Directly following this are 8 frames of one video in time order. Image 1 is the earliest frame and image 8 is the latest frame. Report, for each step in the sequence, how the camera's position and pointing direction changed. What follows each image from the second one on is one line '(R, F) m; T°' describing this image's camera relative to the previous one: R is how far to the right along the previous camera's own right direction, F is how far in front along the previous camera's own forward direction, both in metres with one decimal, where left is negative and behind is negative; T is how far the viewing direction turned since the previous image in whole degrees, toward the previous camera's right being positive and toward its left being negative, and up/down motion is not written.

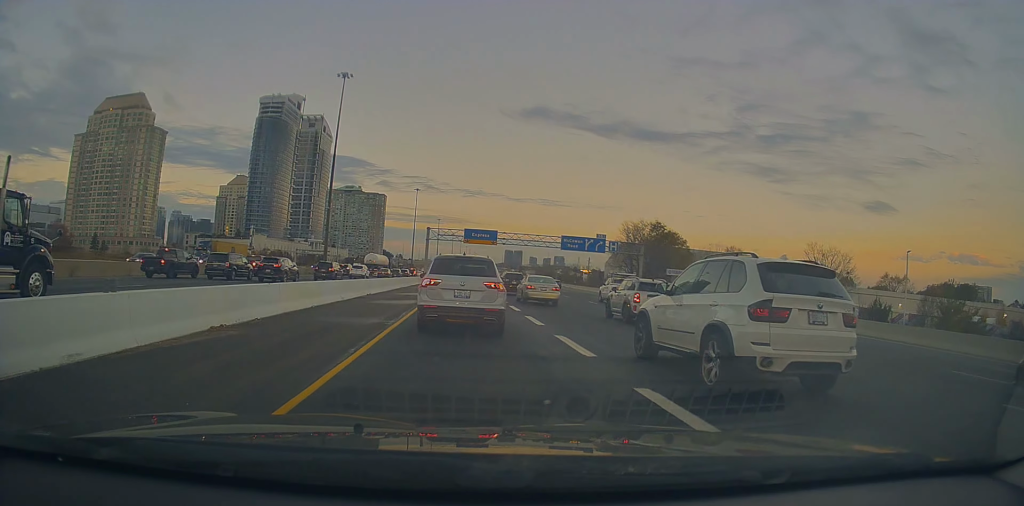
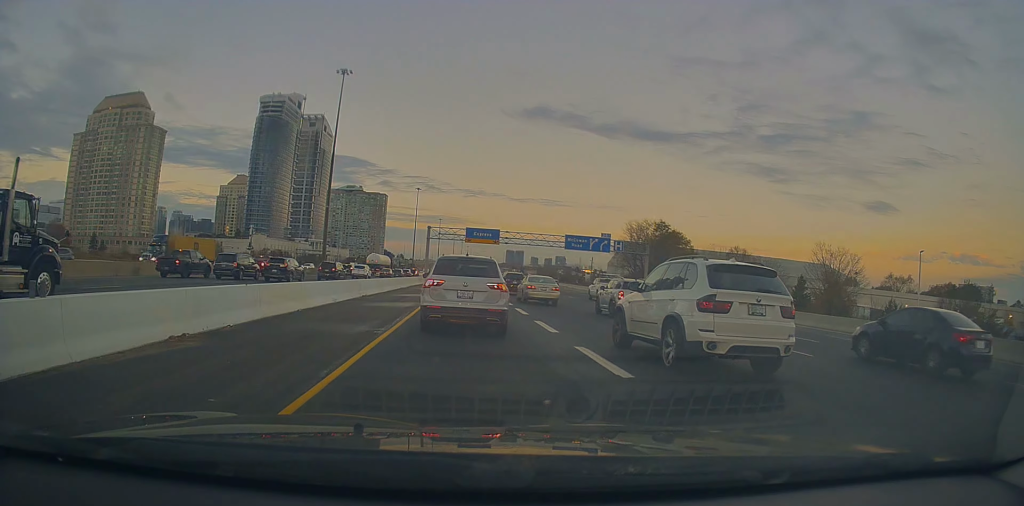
(-0.2, +2.0) m; -1°
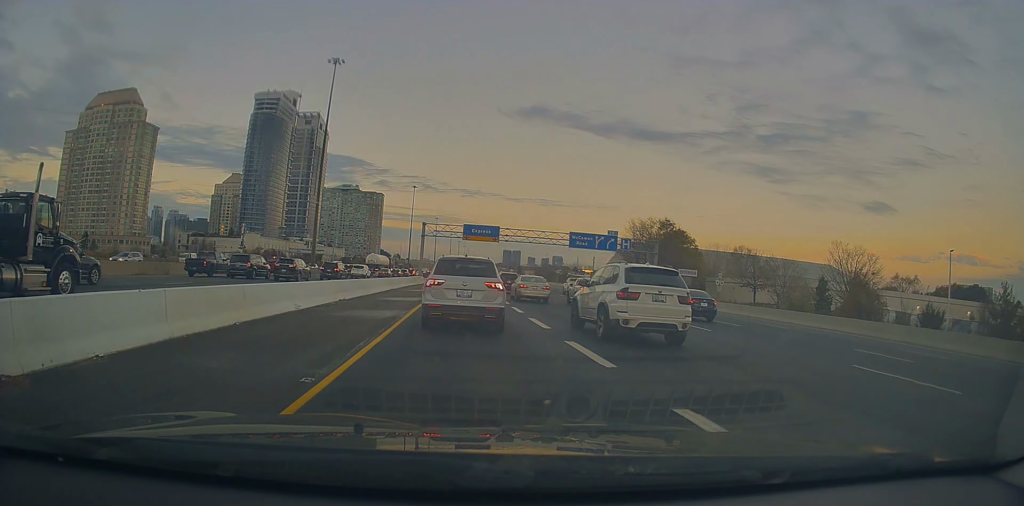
(+0.5, +5.3) m; +1°
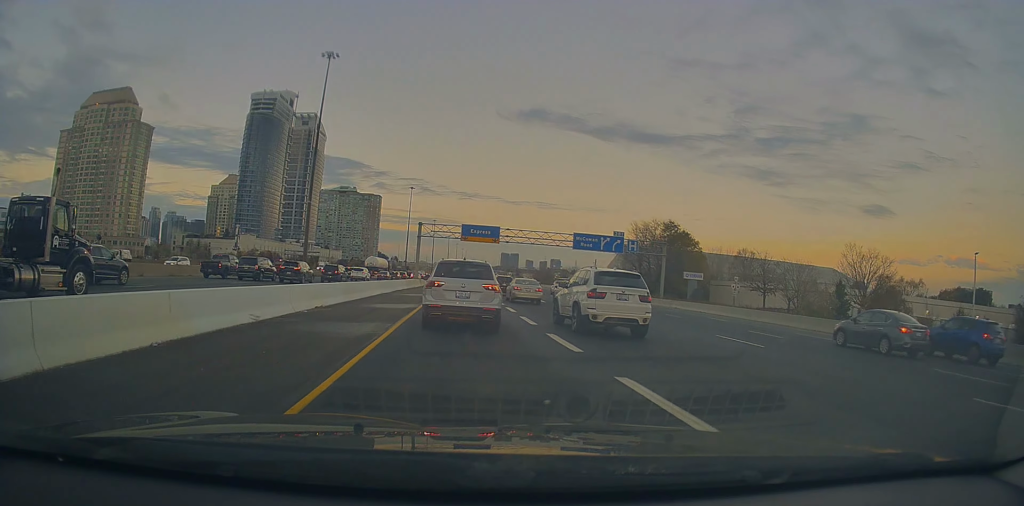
(-0.5, +3.9) m; +2°
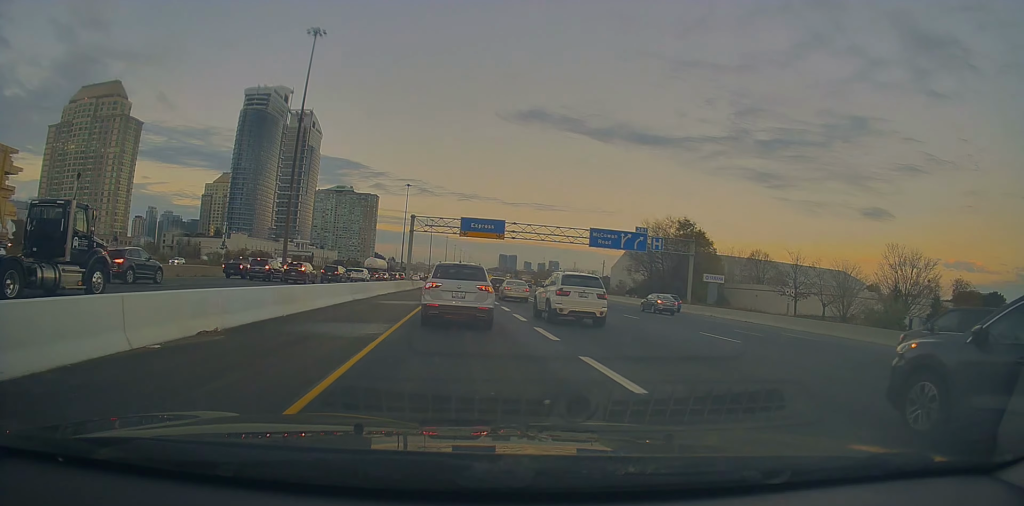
(+0.7, +10.1) m; +1°
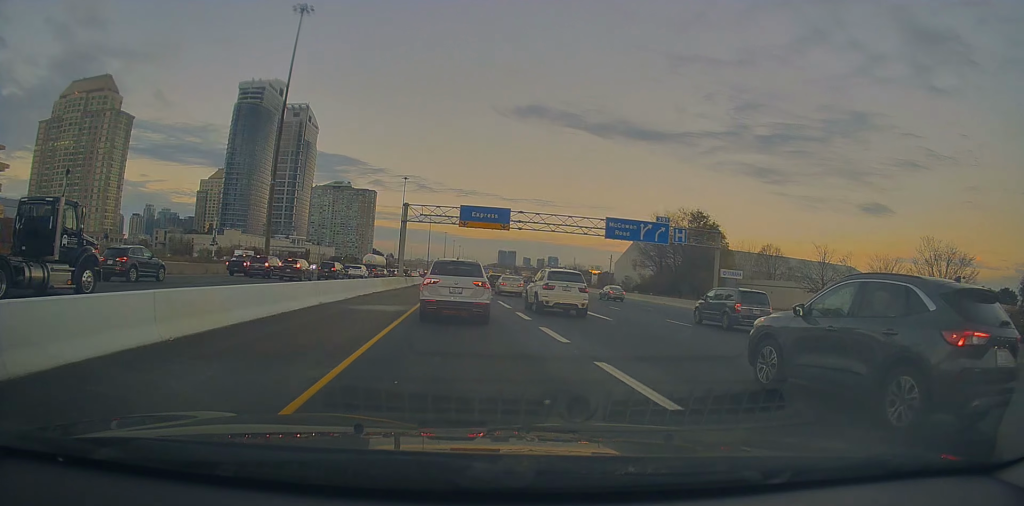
(-0.2, +7.2) m; -1°
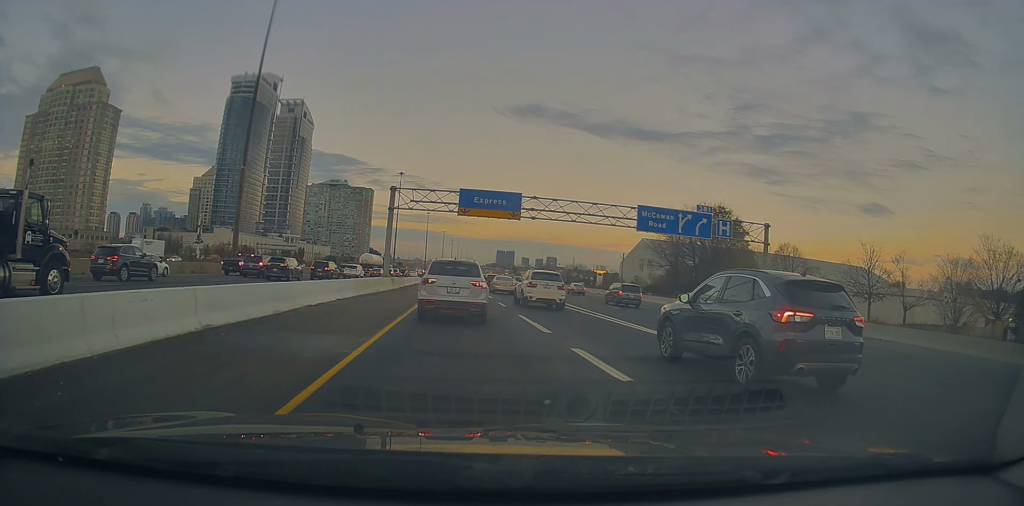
(+0.1, +10.4) m; -2°
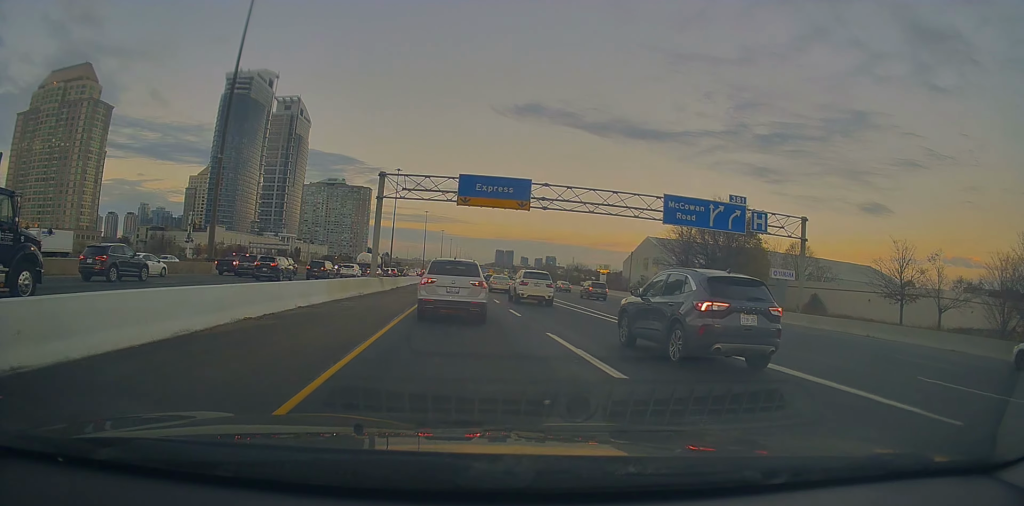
(-0.2, +6.3) m; 0°
